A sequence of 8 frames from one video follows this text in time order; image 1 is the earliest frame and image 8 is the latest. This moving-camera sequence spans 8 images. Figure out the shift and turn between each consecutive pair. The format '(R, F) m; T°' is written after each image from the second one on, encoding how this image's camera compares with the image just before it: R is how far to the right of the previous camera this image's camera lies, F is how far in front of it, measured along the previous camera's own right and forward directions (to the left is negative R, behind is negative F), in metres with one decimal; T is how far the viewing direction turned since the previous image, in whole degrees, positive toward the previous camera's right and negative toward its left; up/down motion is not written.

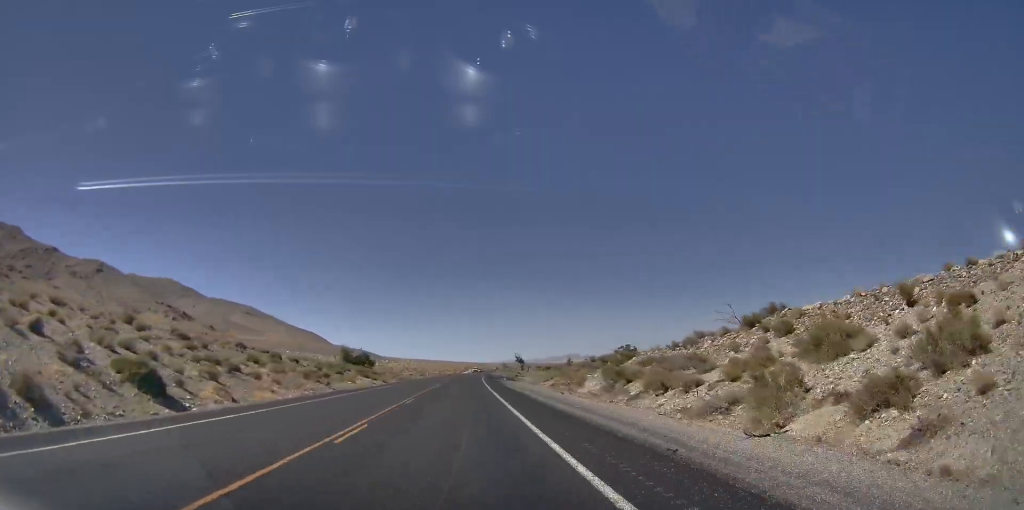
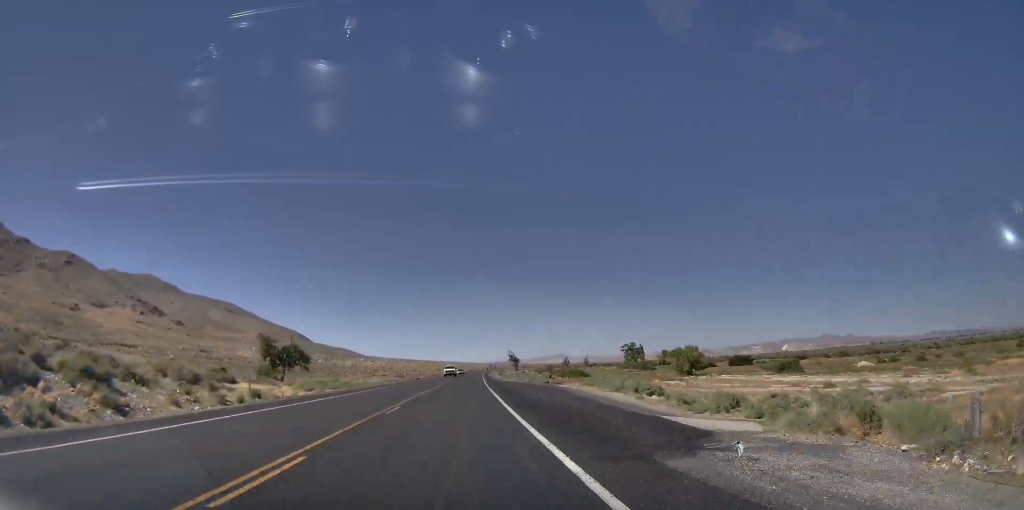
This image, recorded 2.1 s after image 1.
(-1.2, +66.1) m; -1°
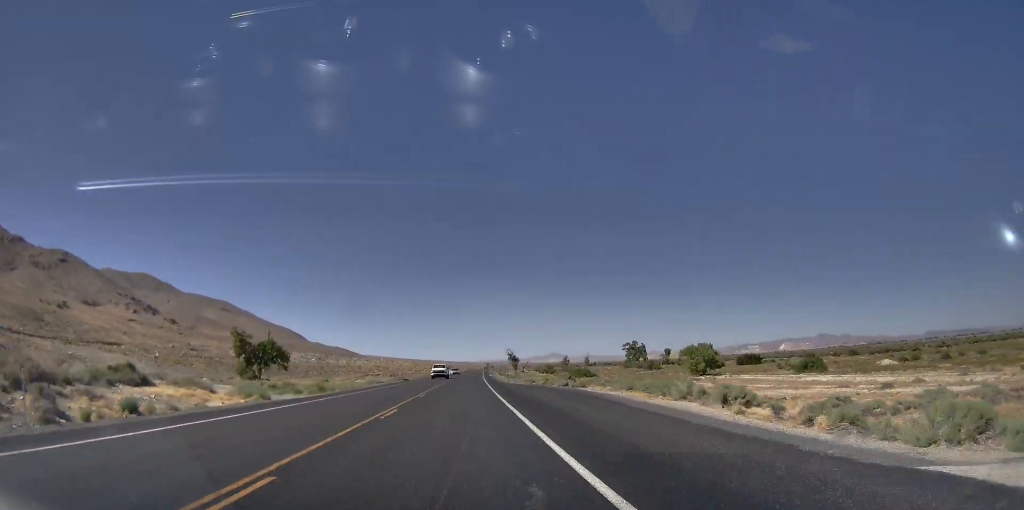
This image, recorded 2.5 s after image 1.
(0.0, +13.8) m; 0°
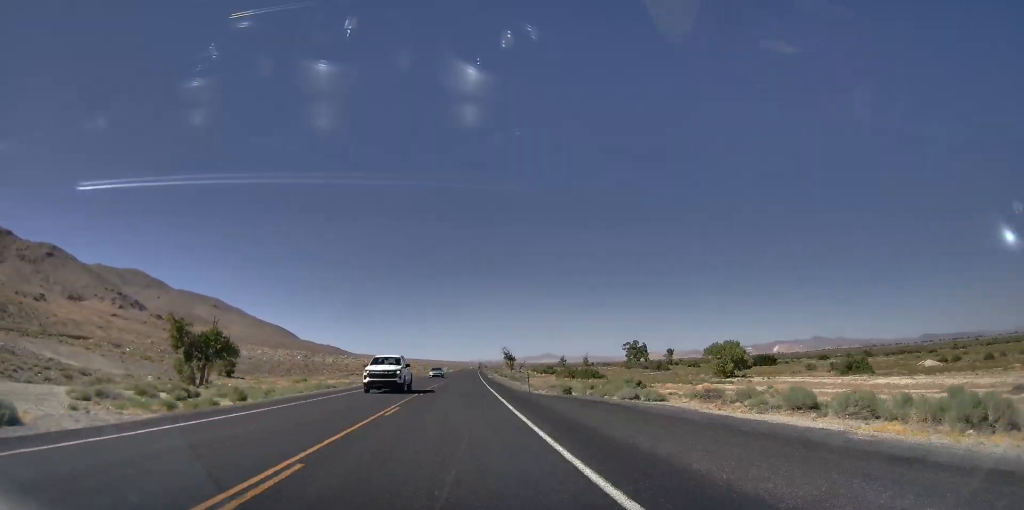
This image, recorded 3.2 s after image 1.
(0.0, +23.4) m; 0°
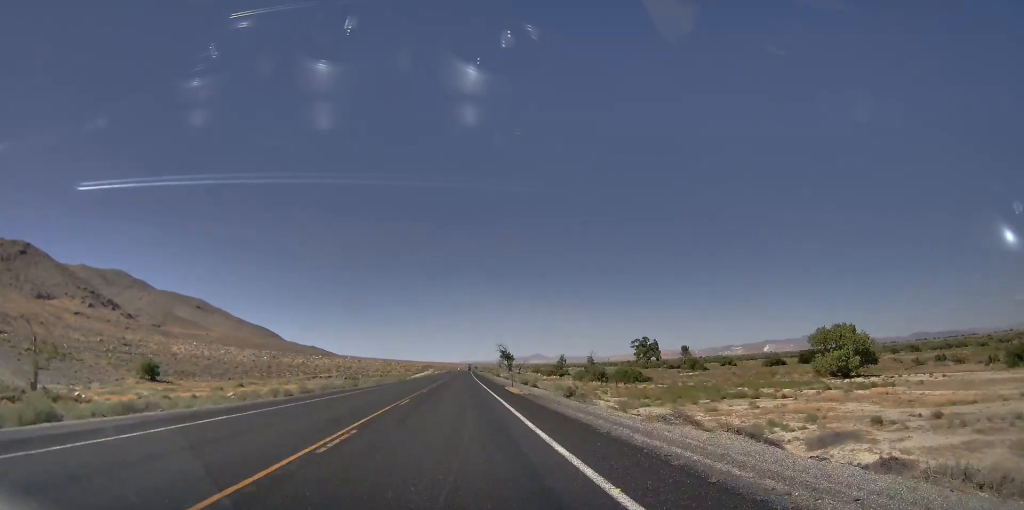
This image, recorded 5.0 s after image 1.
(-0.8, +56.5) m; -1°
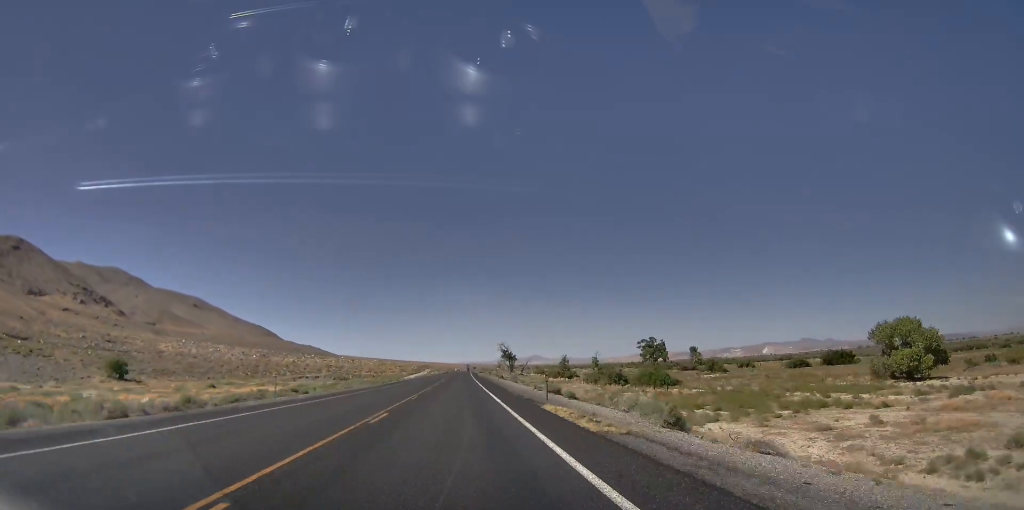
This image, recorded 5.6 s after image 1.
(+0.3, +19.2) m; -1°
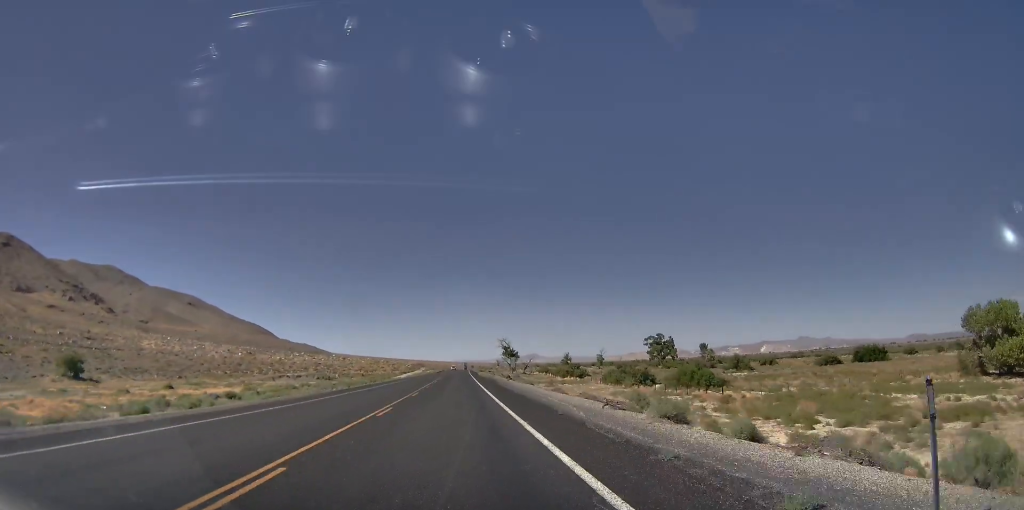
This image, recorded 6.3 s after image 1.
(-0.4, +22.5) m; 0°
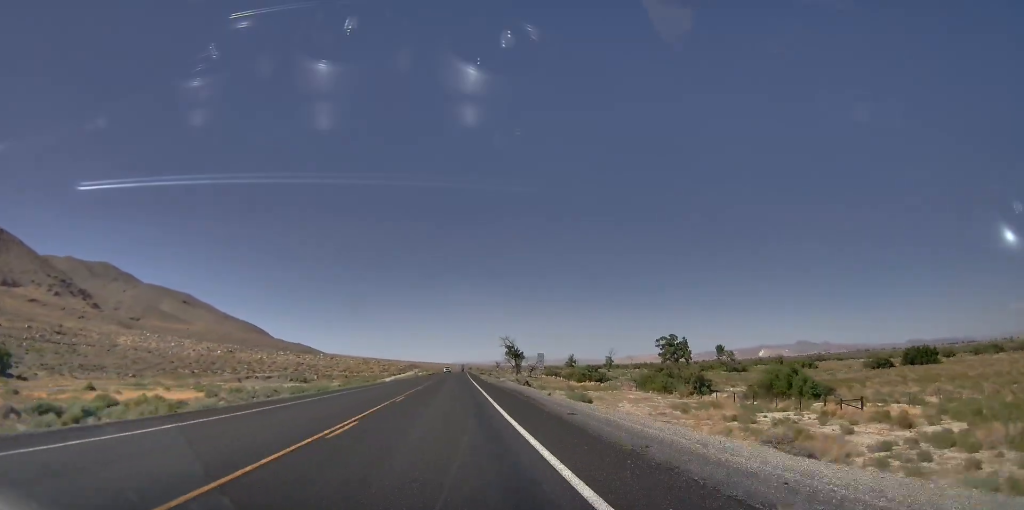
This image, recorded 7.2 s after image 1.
(-0.1, +29.9) m; +1°
